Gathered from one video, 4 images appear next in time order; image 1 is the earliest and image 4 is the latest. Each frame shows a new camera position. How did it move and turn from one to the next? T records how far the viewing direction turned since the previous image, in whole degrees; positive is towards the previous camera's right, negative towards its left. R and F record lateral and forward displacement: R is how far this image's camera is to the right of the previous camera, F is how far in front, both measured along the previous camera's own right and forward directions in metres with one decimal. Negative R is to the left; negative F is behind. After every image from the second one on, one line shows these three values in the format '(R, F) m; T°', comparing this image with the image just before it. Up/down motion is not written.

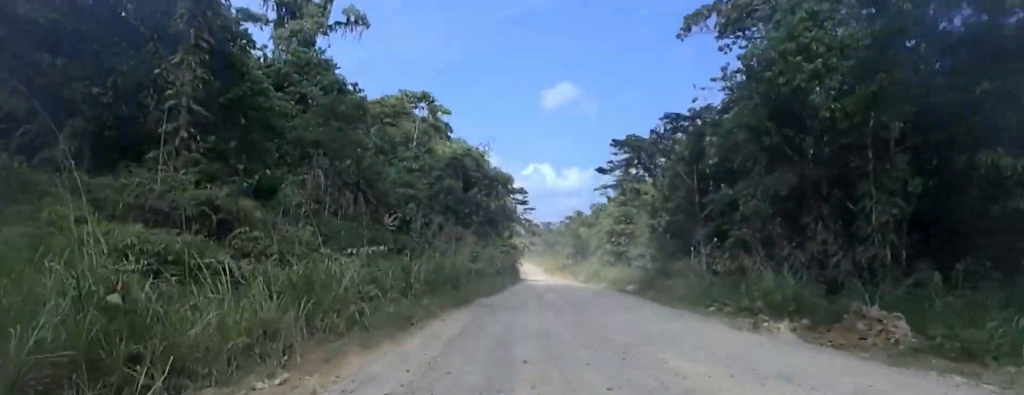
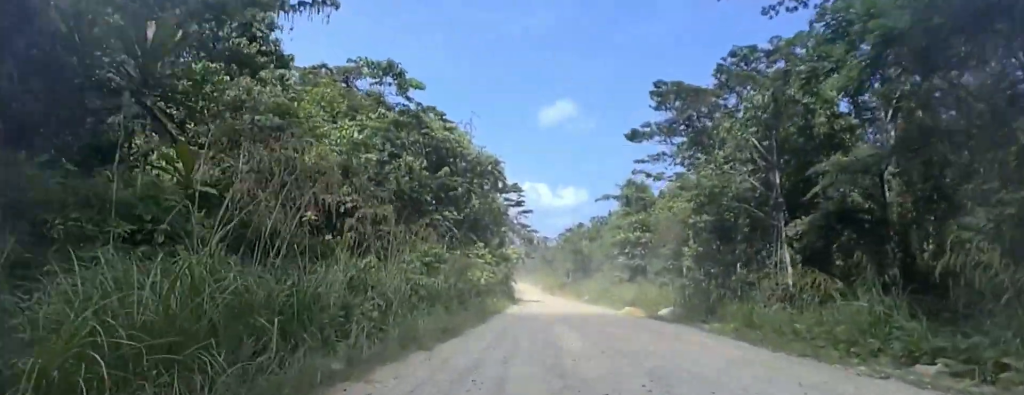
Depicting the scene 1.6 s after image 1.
(0.0, +15.4) m; +1°
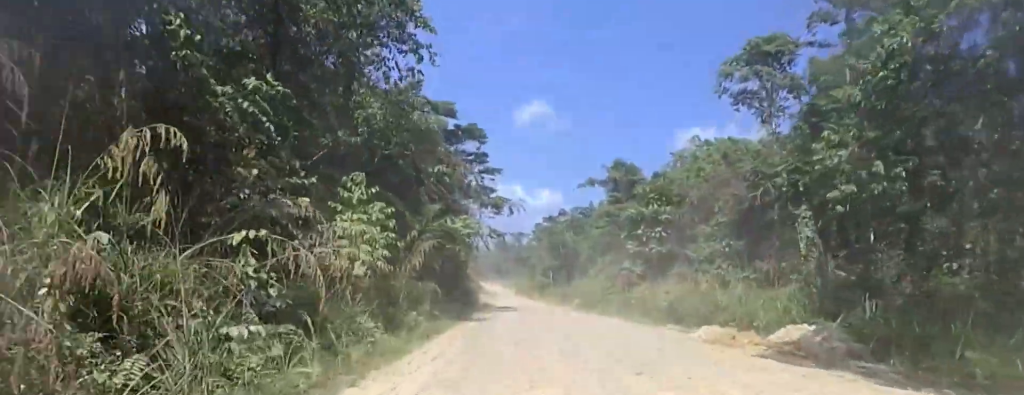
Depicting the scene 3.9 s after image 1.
(+0.8, +22.1) m; +3°
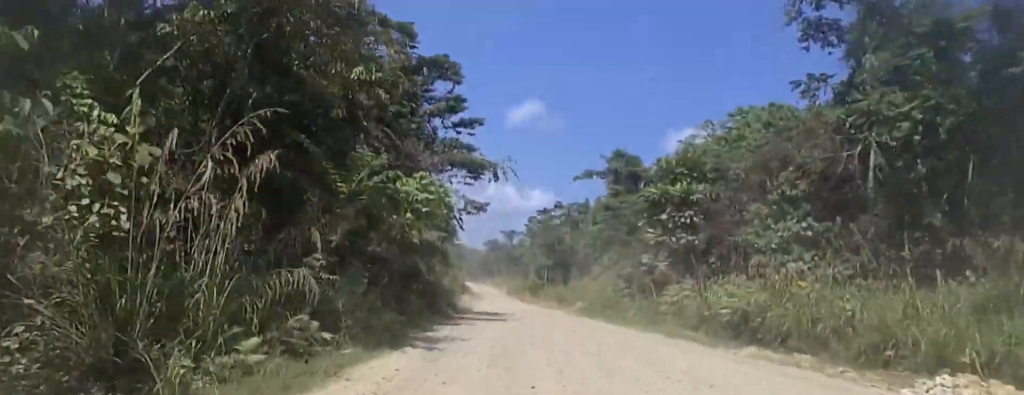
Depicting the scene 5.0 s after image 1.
(0.0, +10.5) m; 0°
